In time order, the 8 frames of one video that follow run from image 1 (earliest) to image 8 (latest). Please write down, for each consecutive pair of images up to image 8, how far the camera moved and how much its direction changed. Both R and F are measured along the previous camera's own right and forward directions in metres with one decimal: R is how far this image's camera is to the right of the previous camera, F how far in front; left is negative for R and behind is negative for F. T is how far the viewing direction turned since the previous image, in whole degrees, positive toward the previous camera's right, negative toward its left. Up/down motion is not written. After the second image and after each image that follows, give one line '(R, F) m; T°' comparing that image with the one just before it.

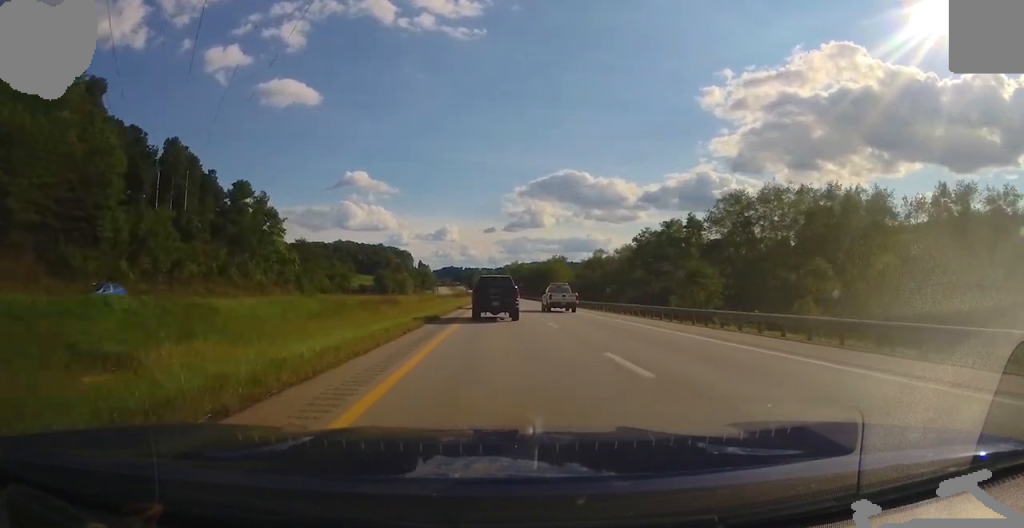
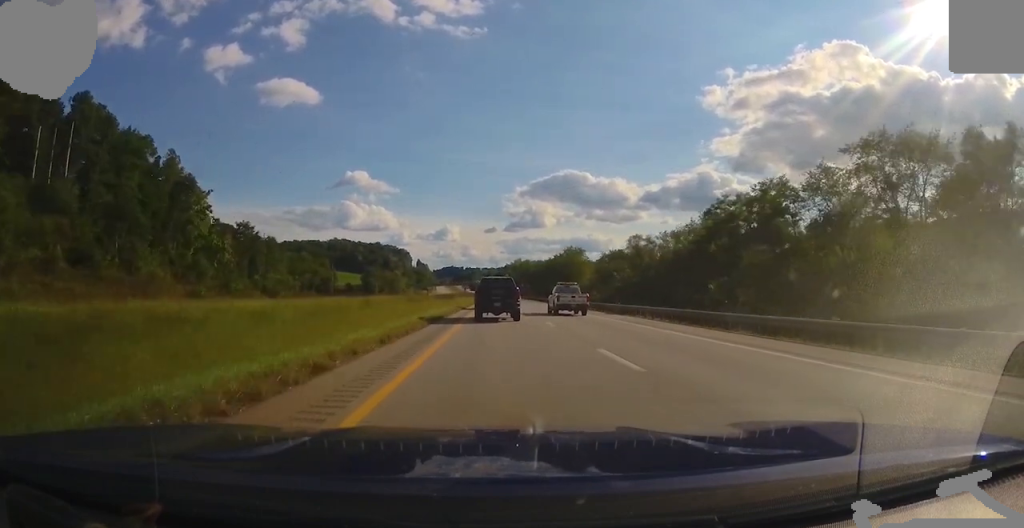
(0.0, +35.7) m; 0°
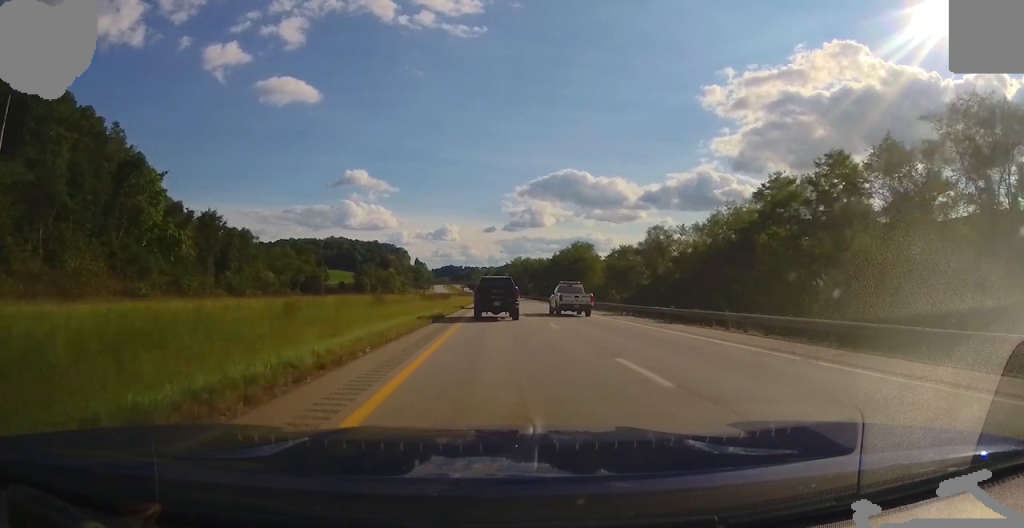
(0.0, +14.1) m; 0°
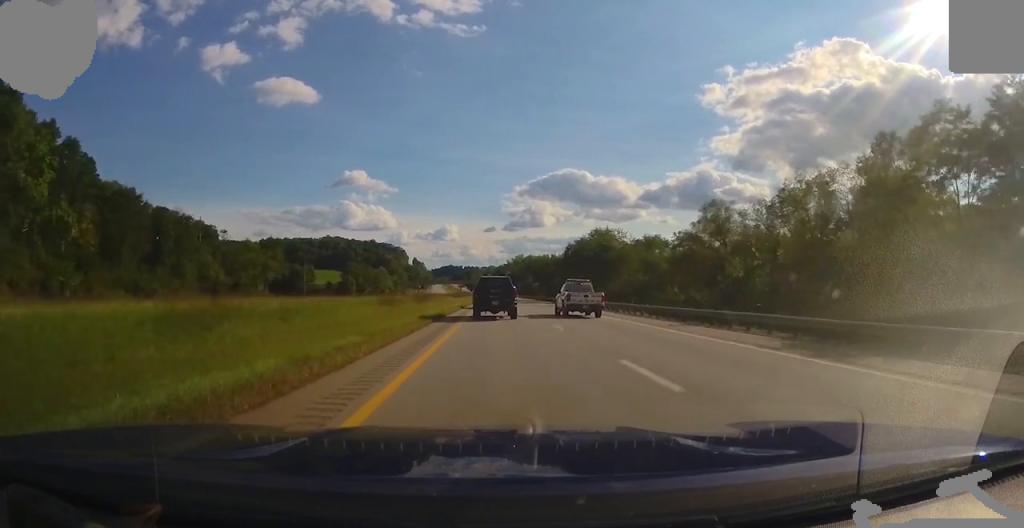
(0.0, +25.1) m; 0°
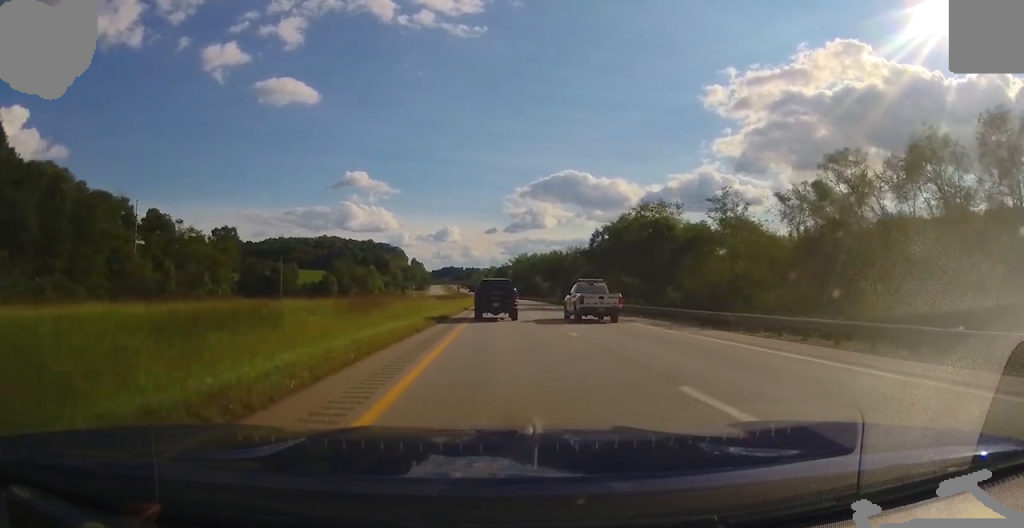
(+0.1, +27.5) m; 0°
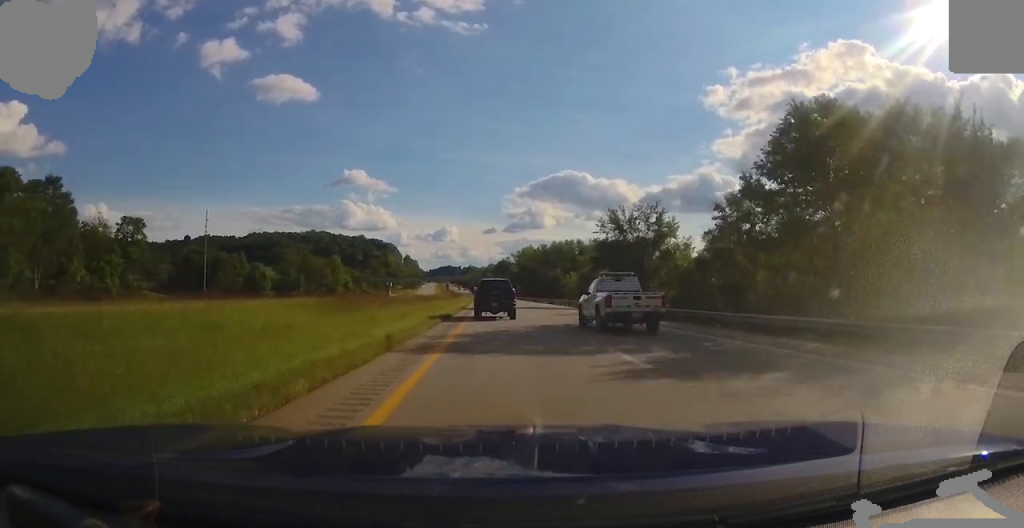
(-0.4, +56.5) m; 0°
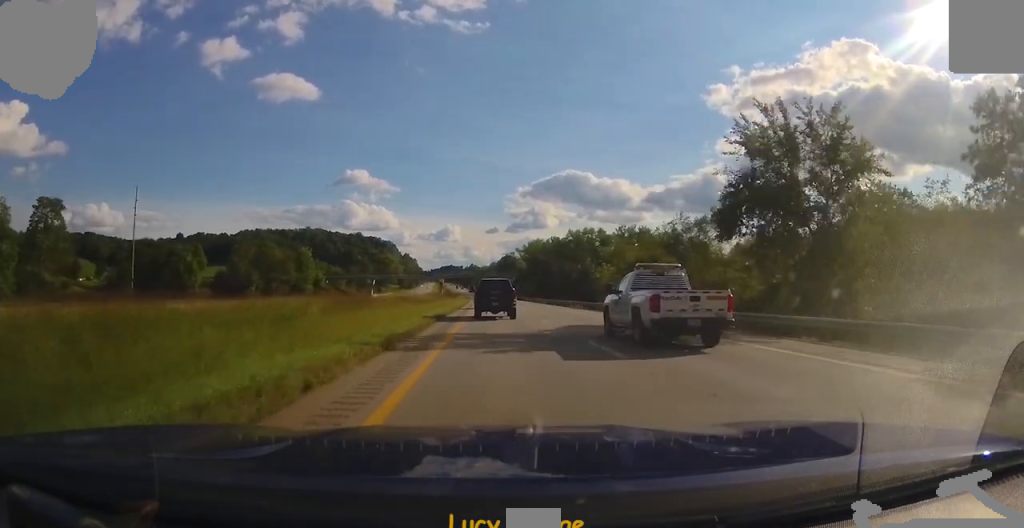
(+0.1, +34.6) m; 0°
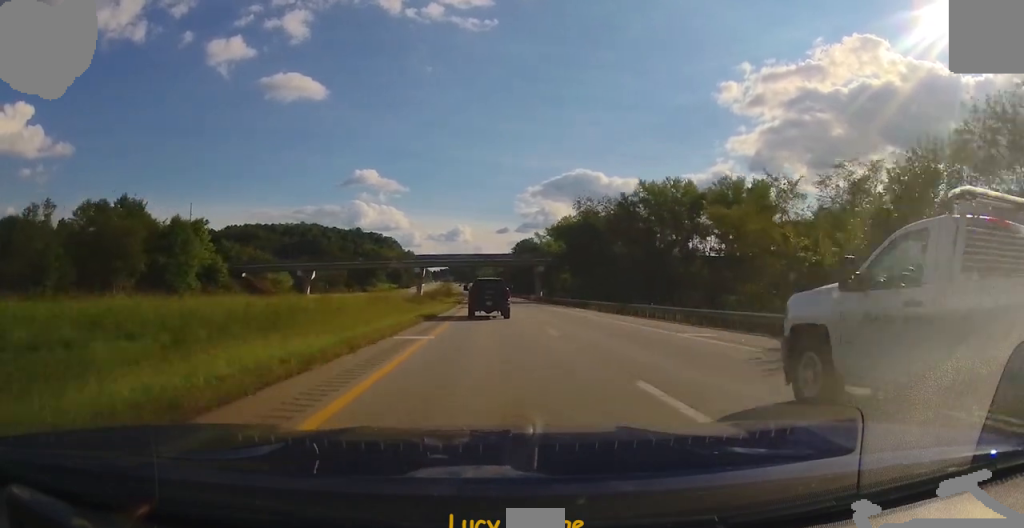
(-0.9, +67.9) m; -2°
